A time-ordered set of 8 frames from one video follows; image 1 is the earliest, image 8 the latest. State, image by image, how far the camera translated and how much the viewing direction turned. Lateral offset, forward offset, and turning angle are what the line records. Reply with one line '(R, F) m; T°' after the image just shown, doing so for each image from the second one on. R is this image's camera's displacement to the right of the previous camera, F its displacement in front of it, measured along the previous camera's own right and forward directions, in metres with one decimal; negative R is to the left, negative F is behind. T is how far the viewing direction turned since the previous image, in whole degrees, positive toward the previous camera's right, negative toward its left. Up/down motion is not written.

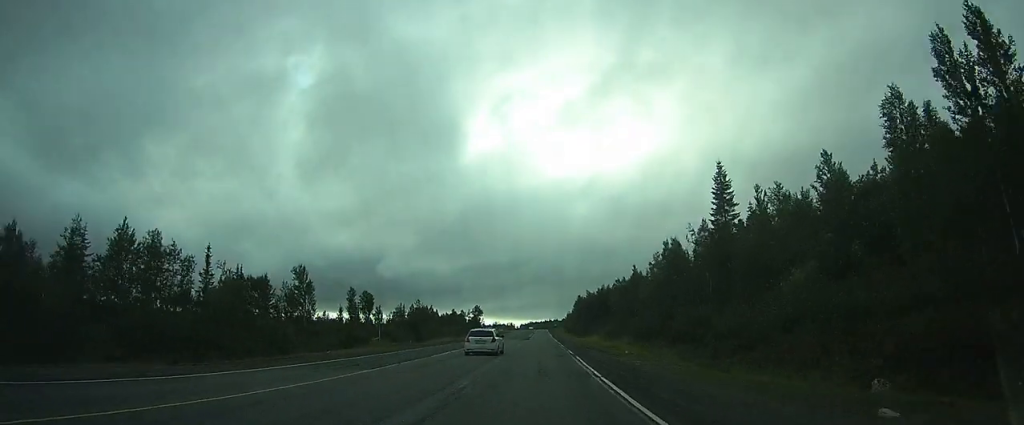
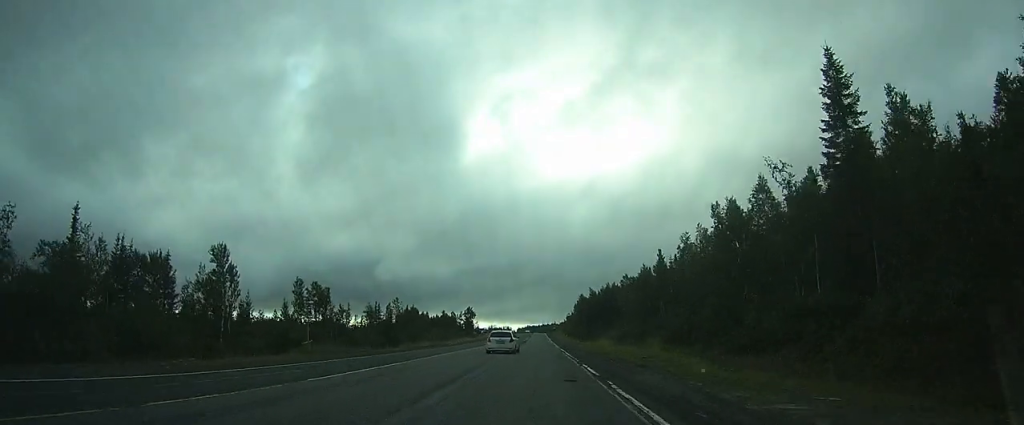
(0.0, +16.1) m; 0°
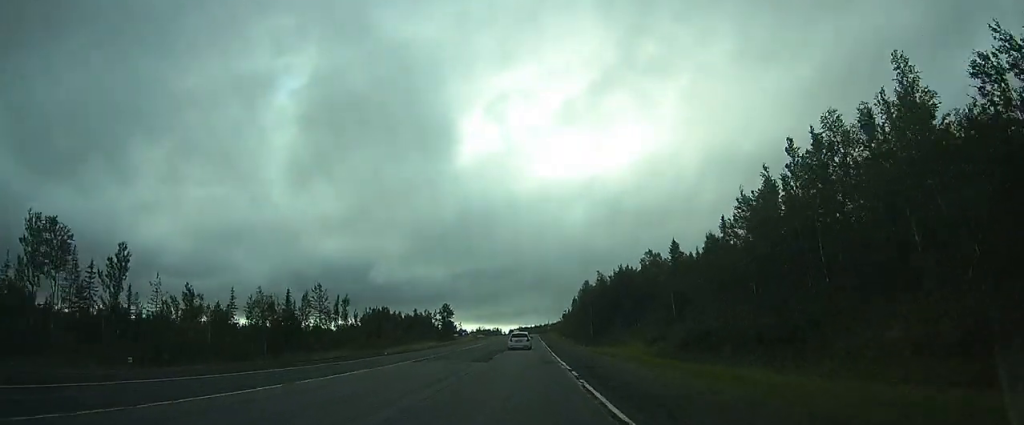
(-0.2, +33.8) m; 0°
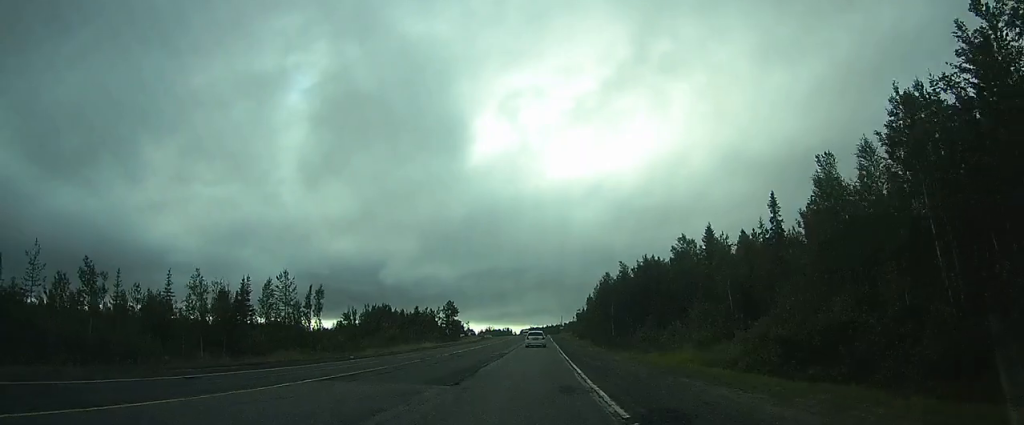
(0.0, +13.1) m; 0°
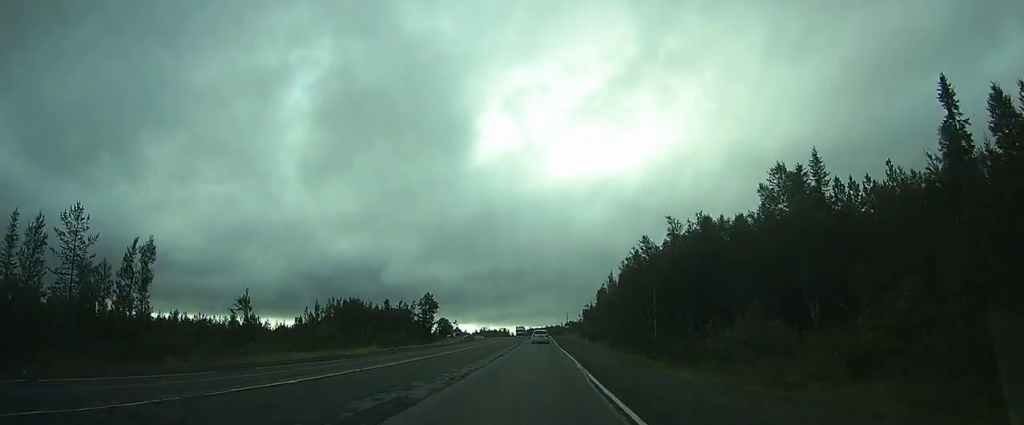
(0.0, +30.1) m; 0°
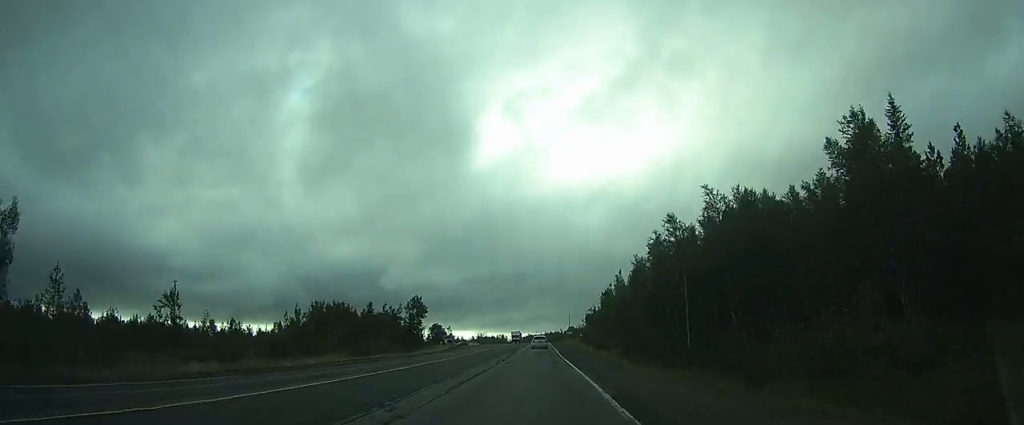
(0.0, +11.6) m; 0°
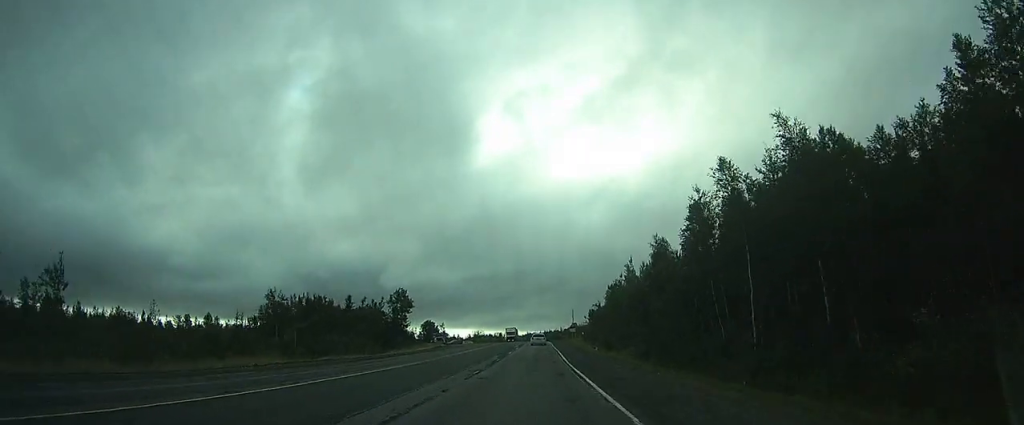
(0.0, +12.3) m; 0°
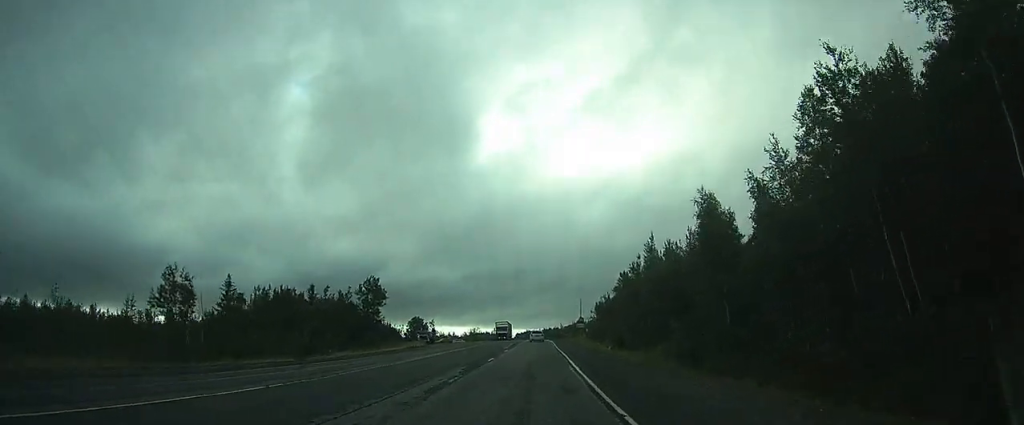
(0.0, +16.8) m; 0°
